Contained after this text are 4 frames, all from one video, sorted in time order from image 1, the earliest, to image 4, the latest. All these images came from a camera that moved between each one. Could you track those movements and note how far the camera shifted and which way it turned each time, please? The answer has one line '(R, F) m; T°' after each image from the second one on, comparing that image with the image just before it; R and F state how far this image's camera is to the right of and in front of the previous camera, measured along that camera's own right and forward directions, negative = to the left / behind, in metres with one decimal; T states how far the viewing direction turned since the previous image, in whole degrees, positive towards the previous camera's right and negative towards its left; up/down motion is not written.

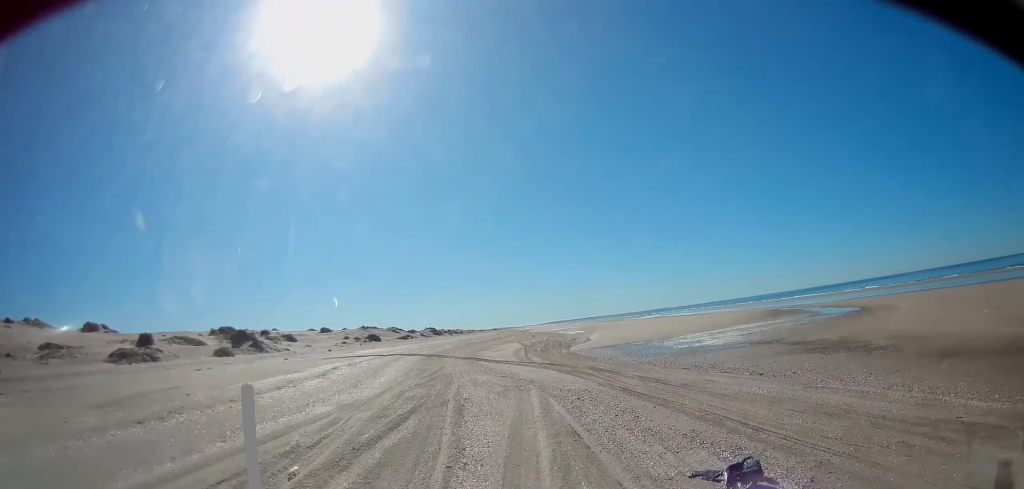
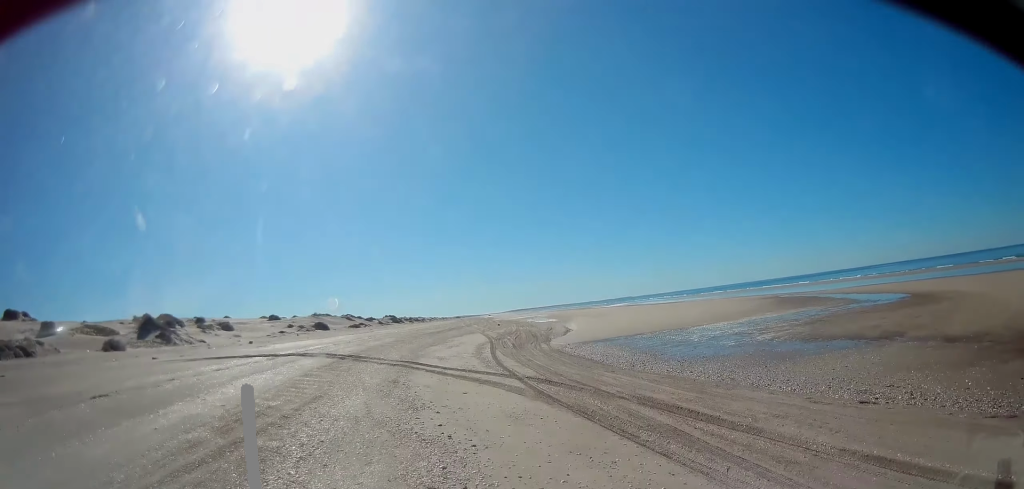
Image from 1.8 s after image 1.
(+1.2, +17.9) m; +4°
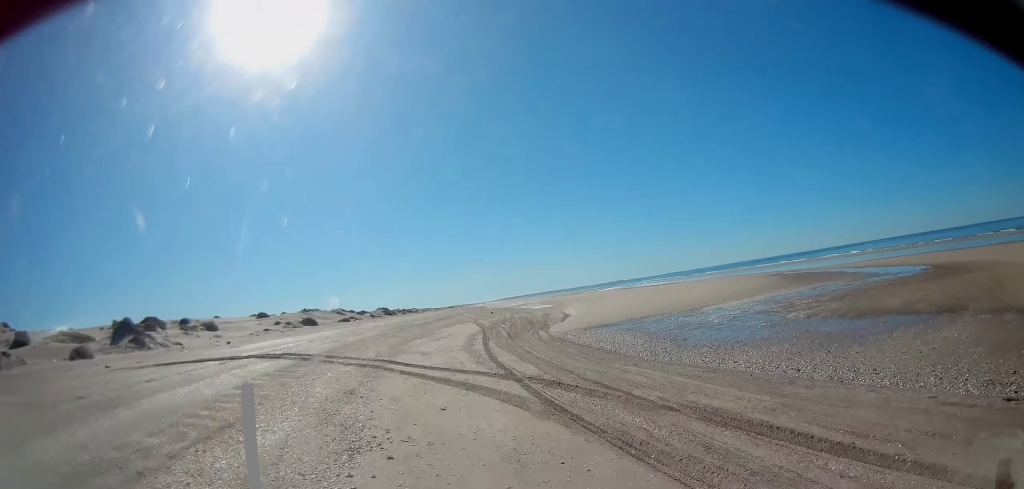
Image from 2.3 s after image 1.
(0.0, +5.0) m; 0°
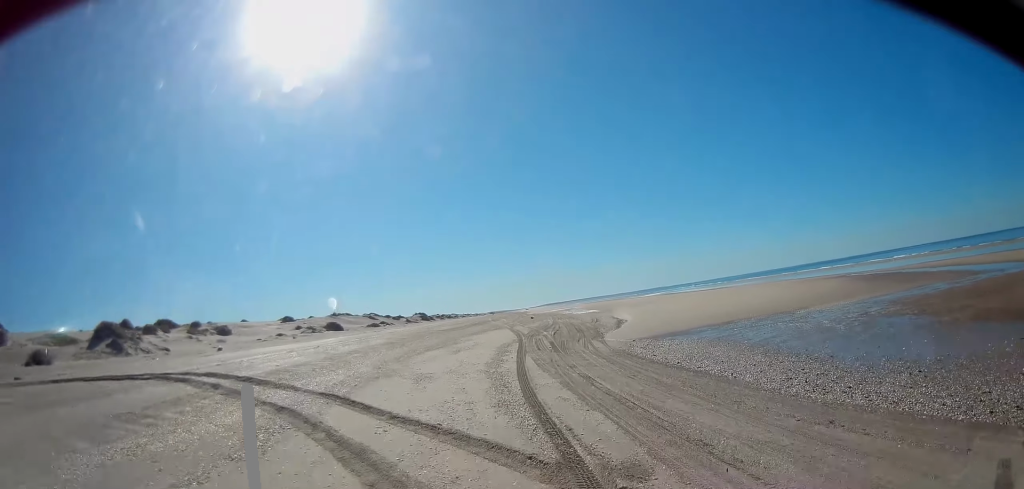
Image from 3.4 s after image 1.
(0.0, +10.7) m; 0°
